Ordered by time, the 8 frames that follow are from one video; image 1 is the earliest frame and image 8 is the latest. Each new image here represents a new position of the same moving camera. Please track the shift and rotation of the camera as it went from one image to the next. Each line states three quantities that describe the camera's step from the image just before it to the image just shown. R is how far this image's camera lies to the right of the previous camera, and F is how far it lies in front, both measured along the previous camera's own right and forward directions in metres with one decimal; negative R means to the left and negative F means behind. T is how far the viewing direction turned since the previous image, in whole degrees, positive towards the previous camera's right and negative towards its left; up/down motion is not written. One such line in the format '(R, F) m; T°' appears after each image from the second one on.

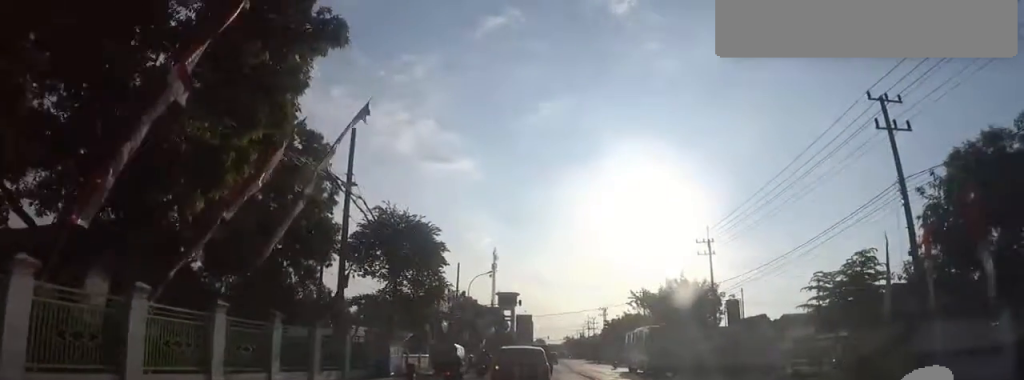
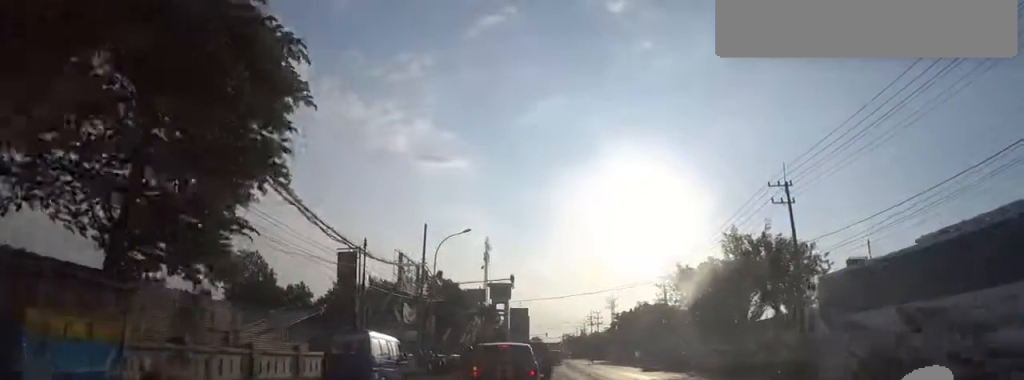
(+1.2, +14.7) m; +5°
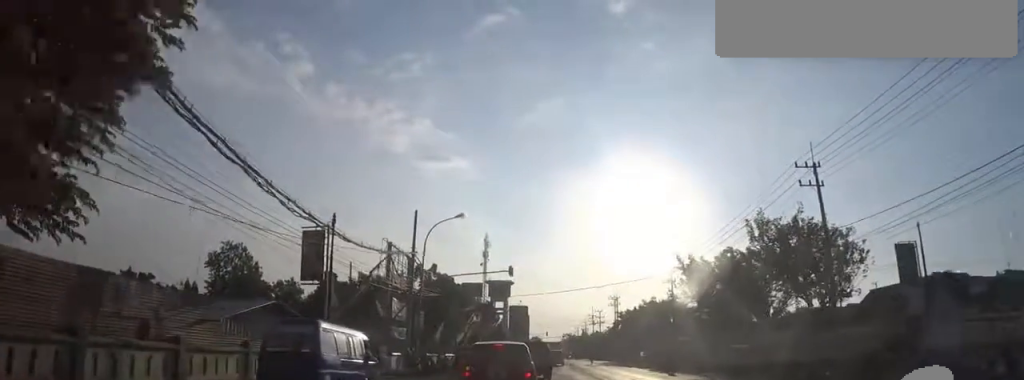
(0.0, +3.2) m; 0°
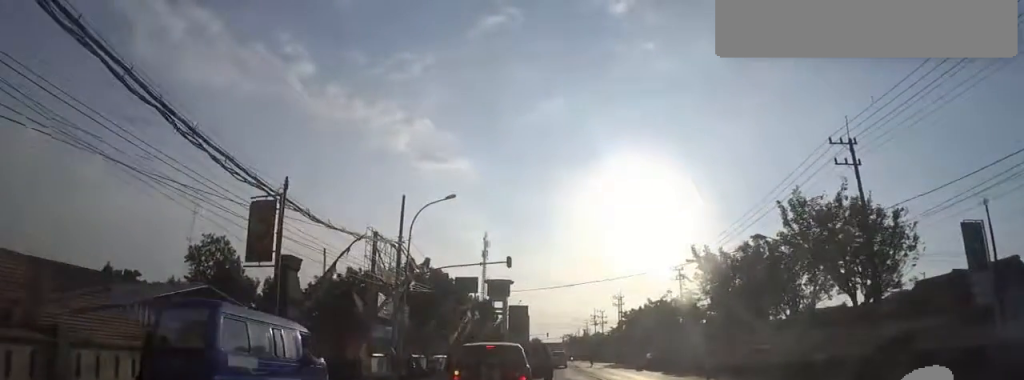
(0.0, +3.5) m; 0°
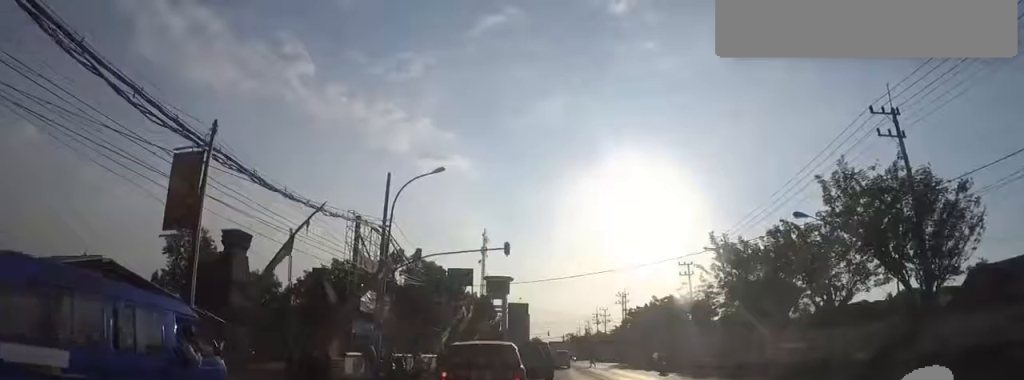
(0.0, +3.4) m; 0°
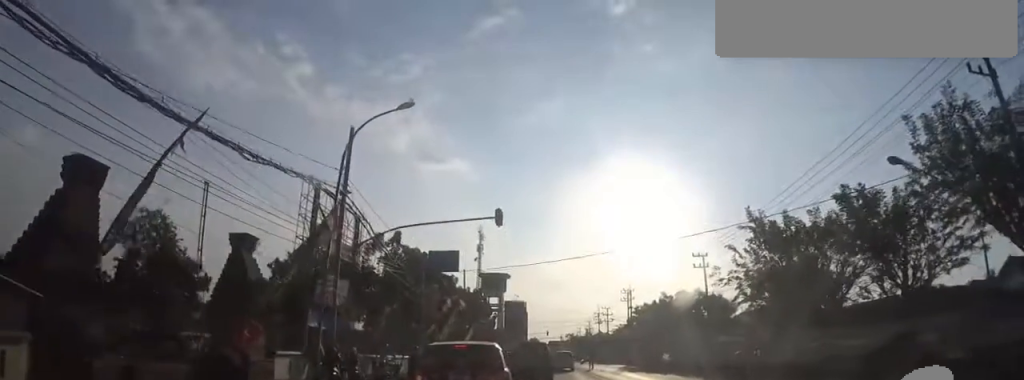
(0.0, +5.7) m; 0°
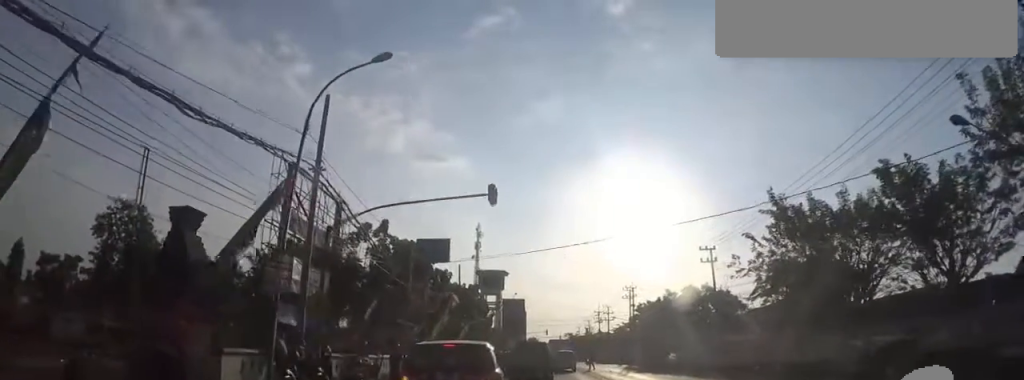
(0.0, +2.6) m; 0°
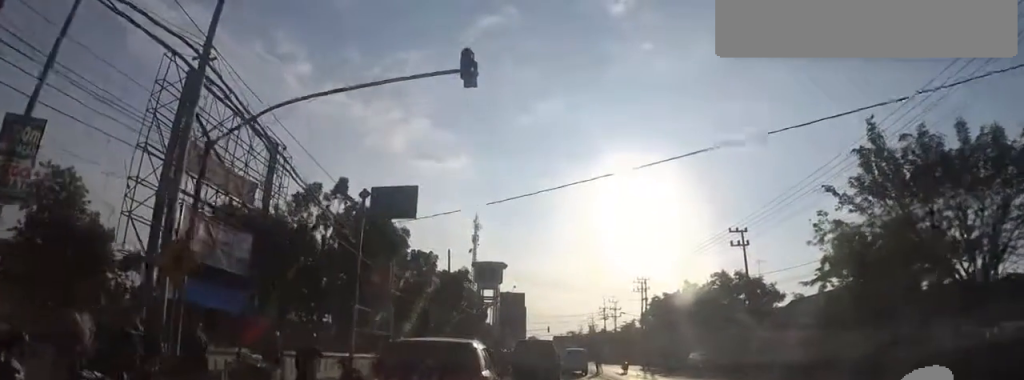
(0.0, +7.0) m; 0°
